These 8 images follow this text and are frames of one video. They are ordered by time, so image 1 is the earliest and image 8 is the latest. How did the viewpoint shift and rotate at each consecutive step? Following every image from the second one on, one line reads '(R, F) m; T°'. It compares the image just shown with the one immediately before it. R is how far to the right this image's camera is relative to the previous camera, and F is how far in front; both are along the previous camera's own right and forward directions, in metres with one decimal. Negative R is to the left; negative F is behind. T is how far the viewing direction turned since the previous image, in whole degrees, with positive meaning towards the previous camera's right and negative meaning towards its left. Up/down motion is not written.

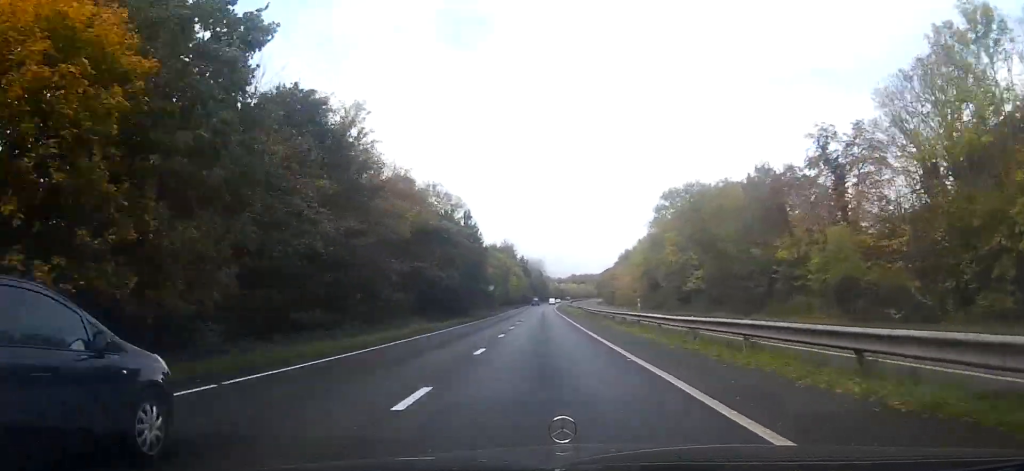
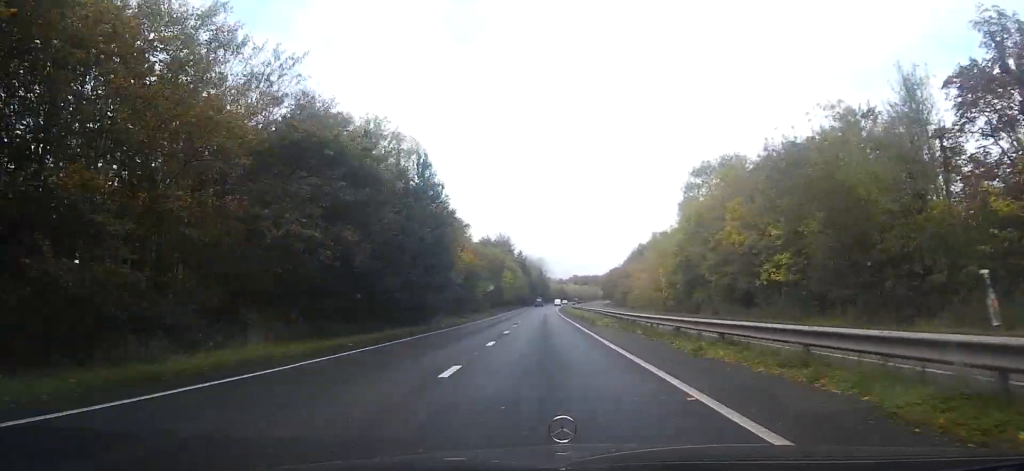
(+0.3, +23.2) m; +1°
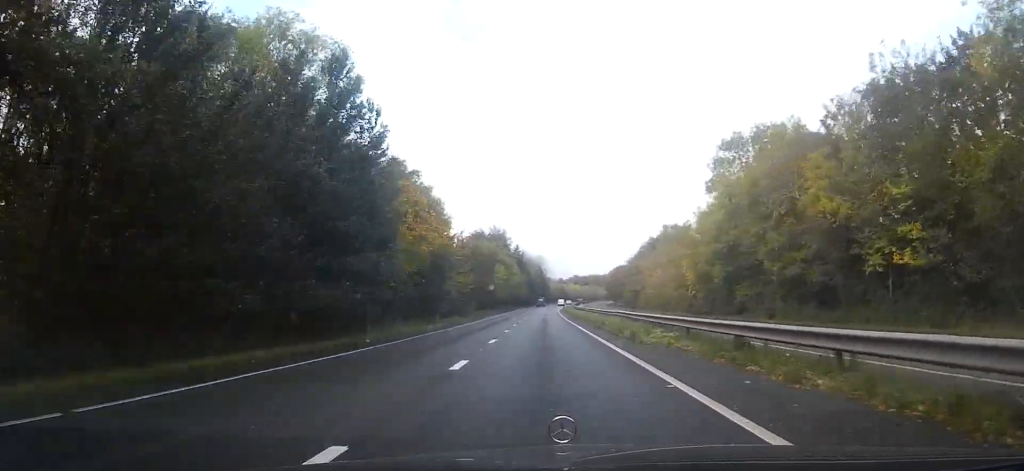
(+0.2, +16.3) m; +1°
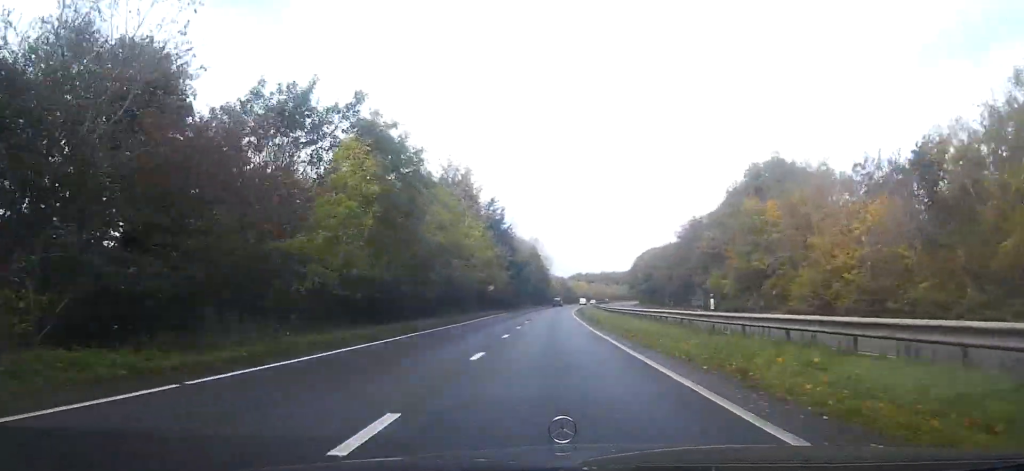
(+0.1, +69.3) m; 0°
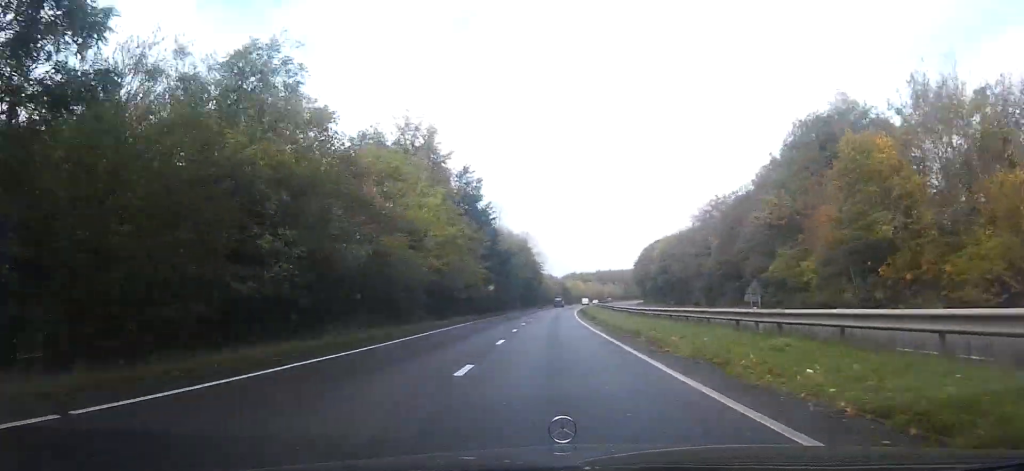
(0.0, +20.3) m; 0°
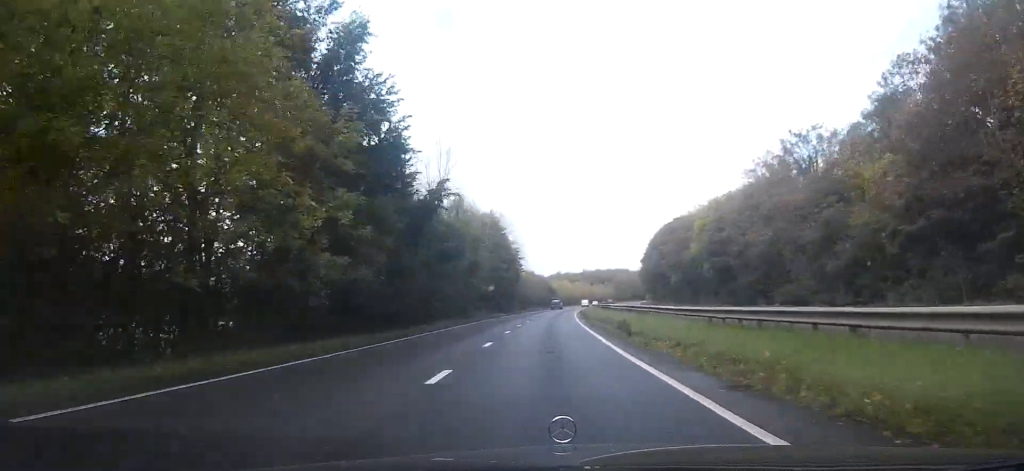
(0.0, +35.9) m; 0°
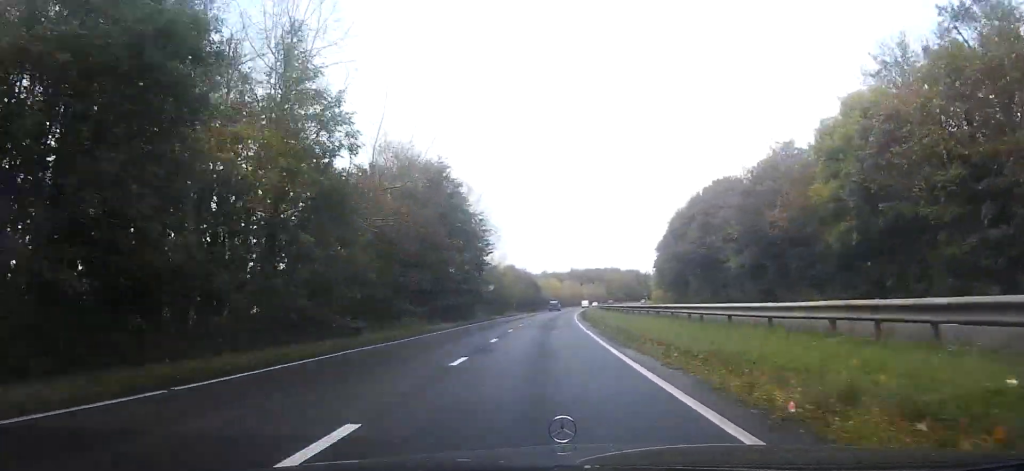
(0.0, +31.3) m; 0°
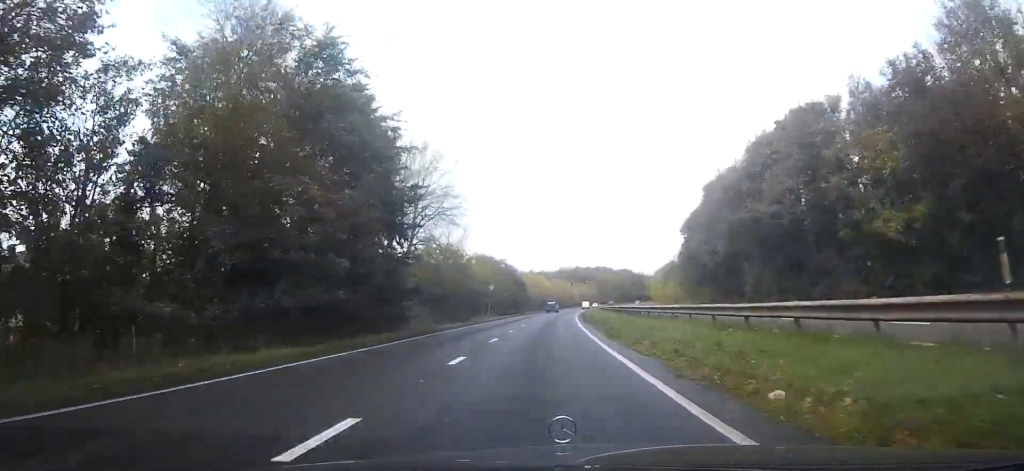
(0.0, +25.7) m; 0°
